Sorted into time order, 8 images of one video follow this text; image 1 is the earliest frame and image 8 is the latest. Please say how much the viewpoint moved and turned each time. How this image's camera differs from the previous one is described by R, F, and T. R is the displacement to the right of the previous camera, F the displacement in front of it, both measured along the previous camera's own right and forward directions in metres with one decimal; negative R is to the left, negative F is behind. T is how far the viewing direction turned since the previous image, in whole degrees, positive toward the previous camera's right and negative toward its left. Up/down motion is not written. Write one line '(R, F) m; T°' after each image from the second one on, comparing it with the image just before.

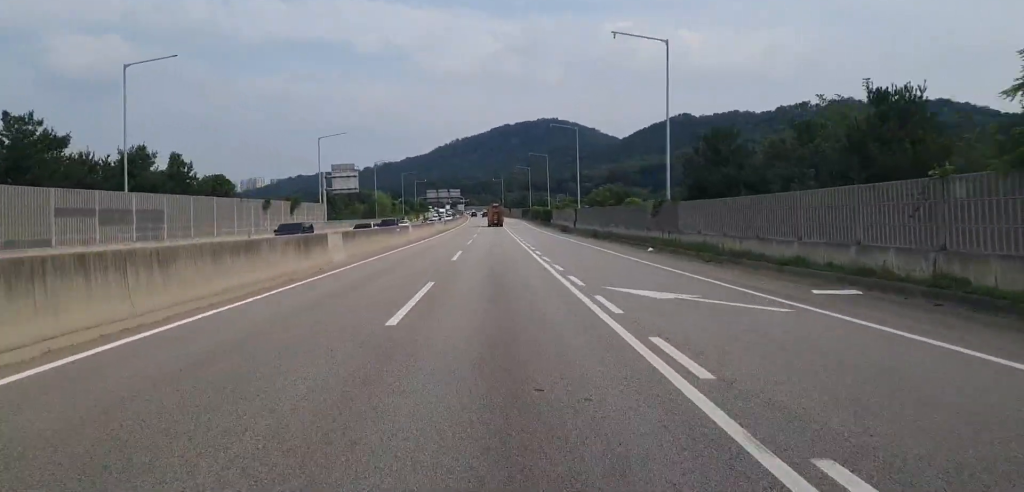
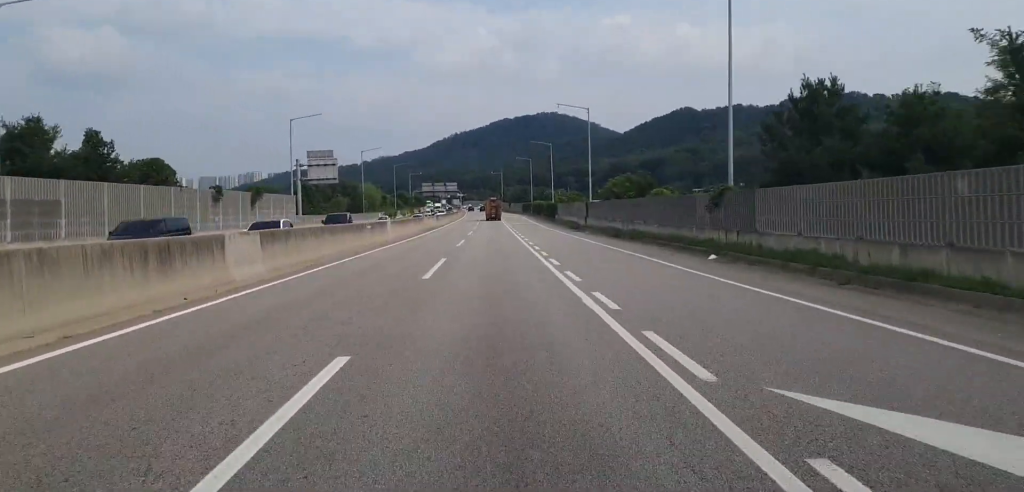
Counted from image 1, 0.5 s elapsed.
(-0.1, +13.5) m; 0°
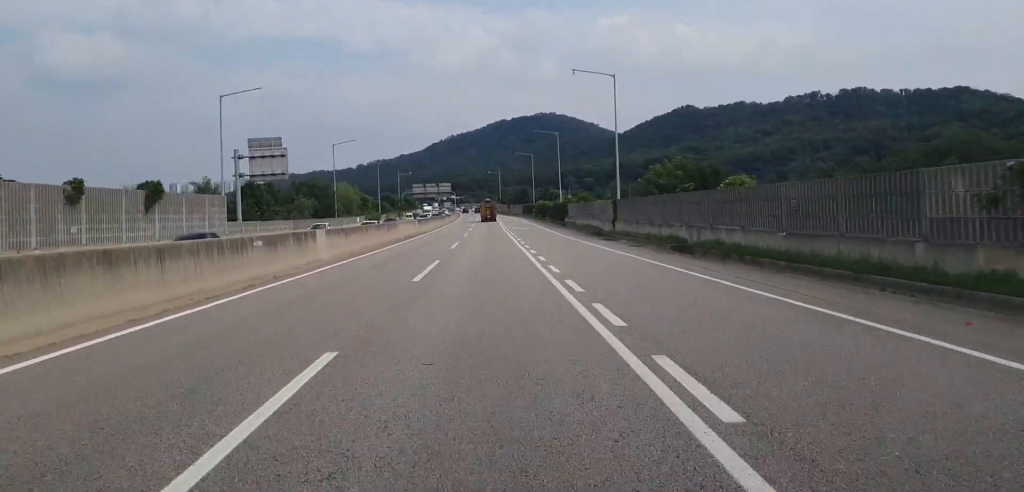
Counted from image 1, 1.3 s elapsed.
(0.0, +18.7) m; +1°
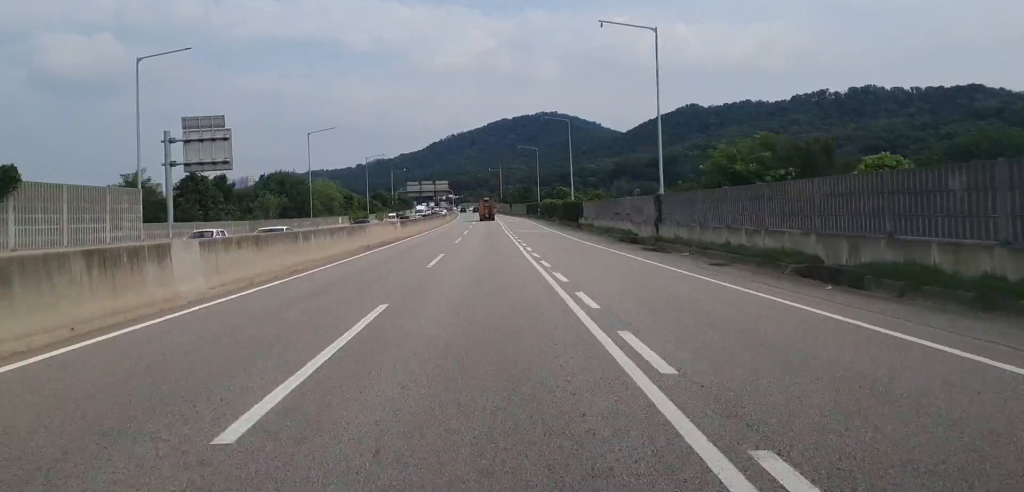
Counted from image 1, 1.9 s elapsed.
(+0.1, +13.6) m; 0°
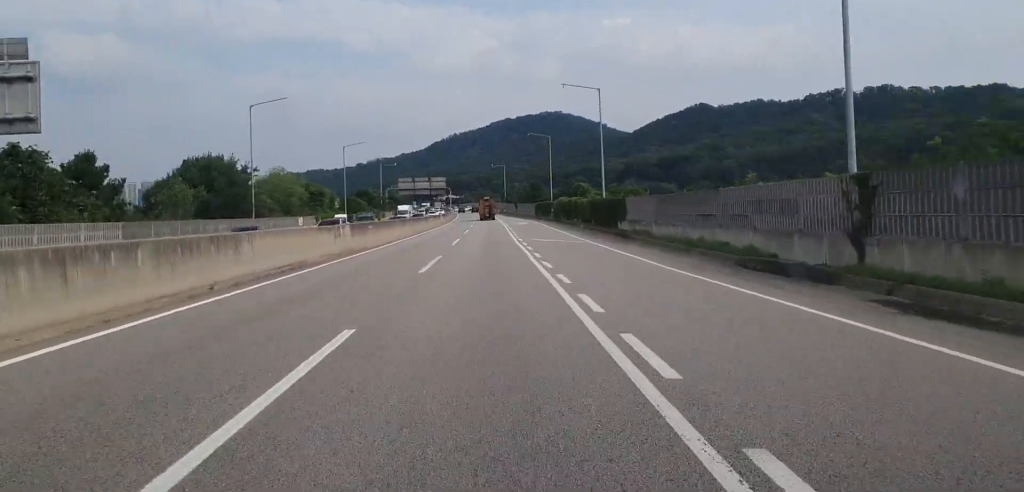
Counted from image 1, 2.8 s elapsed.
(+0.1, +21.3) m; 0°
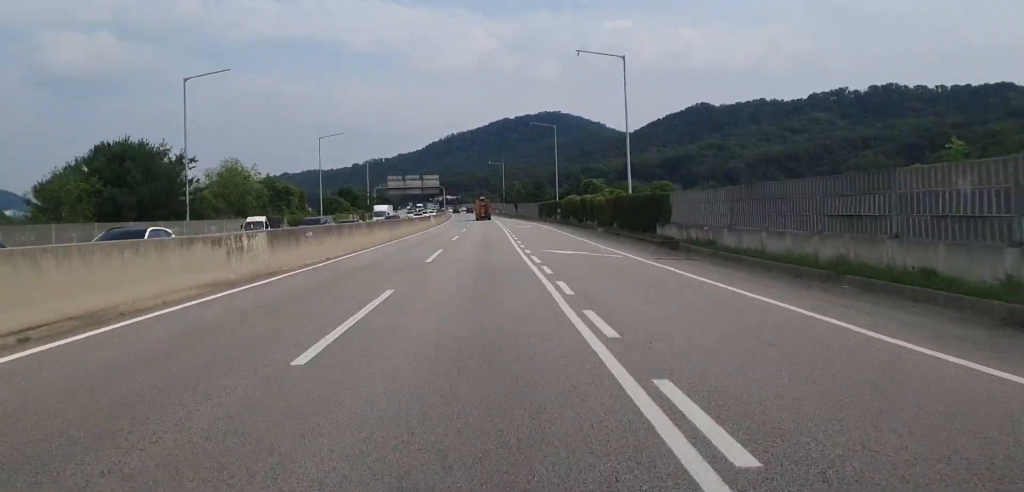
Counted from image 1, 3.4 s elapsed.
(-0.2, +13.3) m; -1°
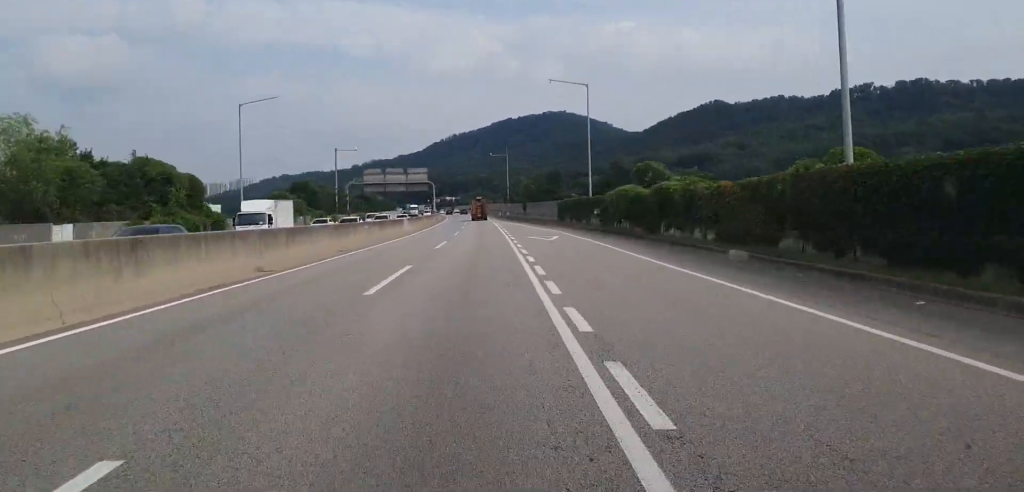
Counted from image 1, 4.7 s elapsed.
(-0.1, +31.1) m; 0°
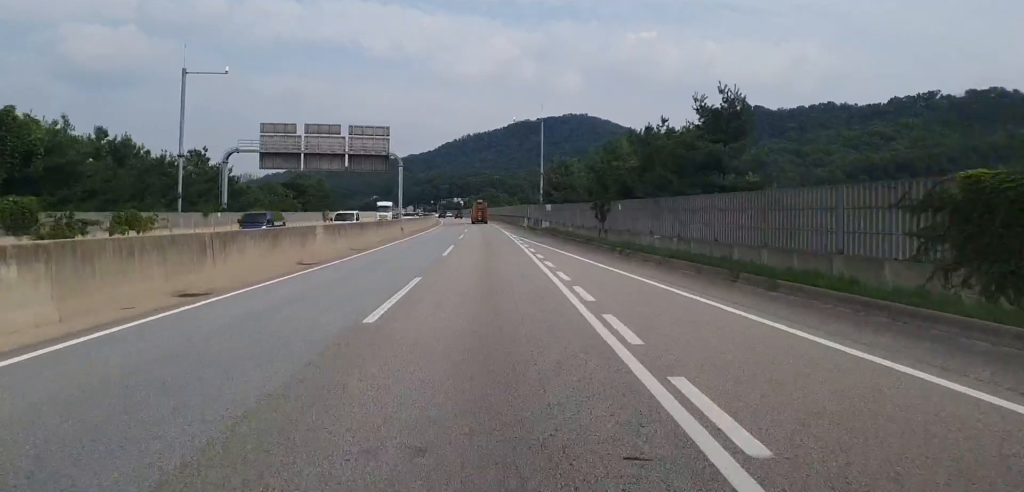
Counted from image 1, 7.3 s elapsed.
(-0.5, +65.1) m; 0°
